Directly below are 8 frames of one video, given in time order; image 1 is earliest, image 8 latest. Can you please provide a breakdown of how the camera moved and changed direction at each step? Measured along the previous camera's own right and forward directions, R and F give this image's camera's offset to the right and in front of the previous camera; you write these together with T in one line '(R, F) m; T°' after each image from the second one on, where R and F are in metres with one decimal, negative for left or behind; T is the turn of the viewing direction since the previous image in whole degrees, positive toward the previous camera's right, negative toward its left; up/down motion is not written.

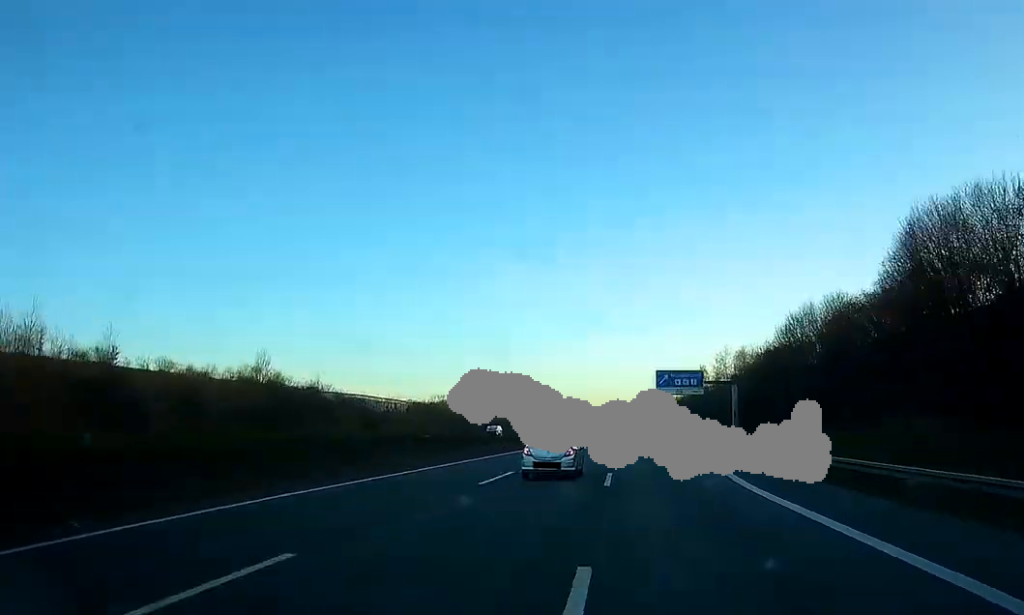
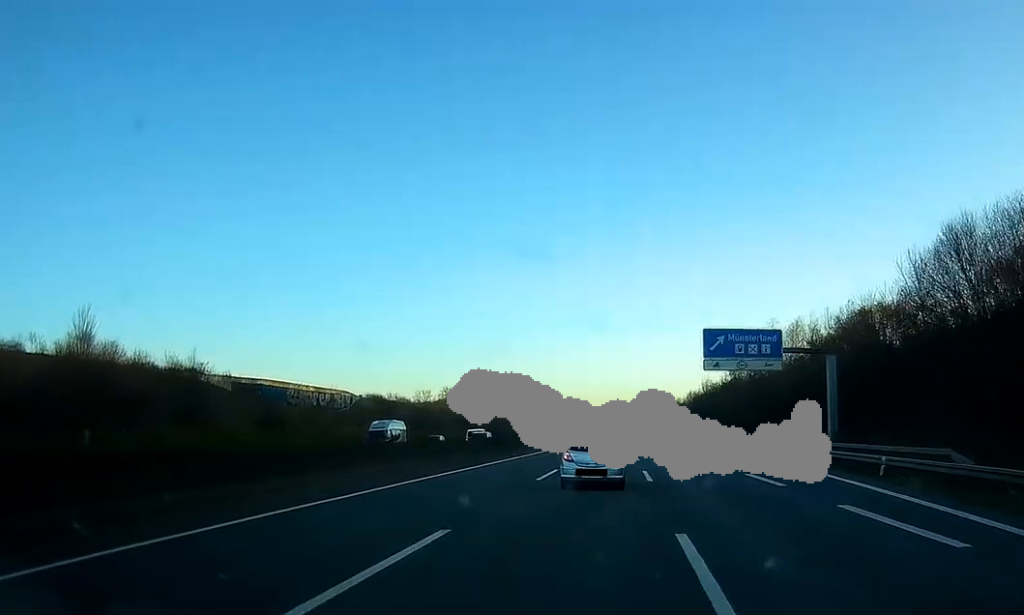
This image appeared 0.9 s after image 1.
(-0.3, +32.7) m; -1°
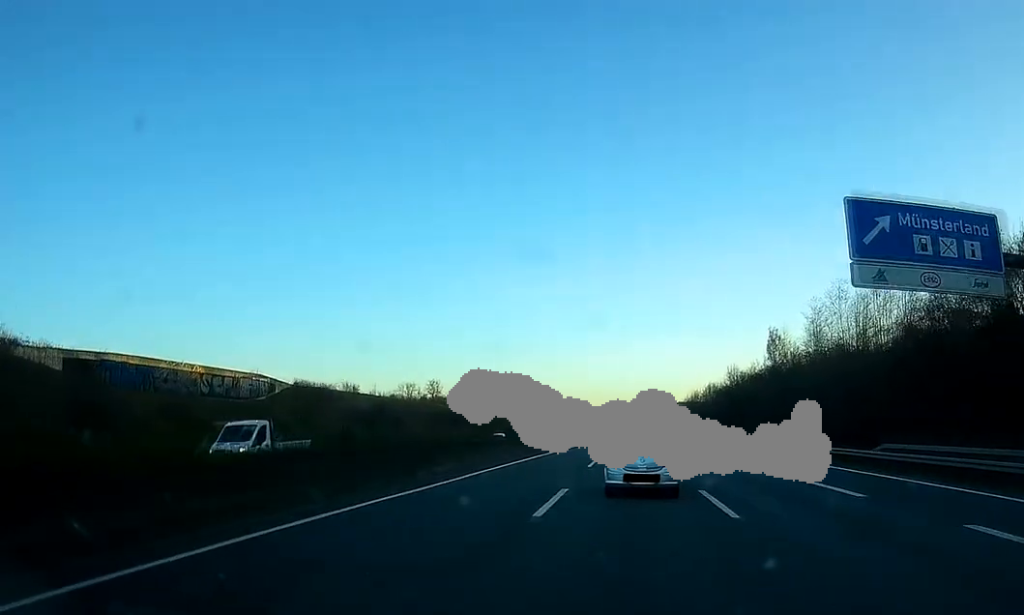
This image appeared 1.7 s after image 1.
(-0.2, +27.6) m; -1°
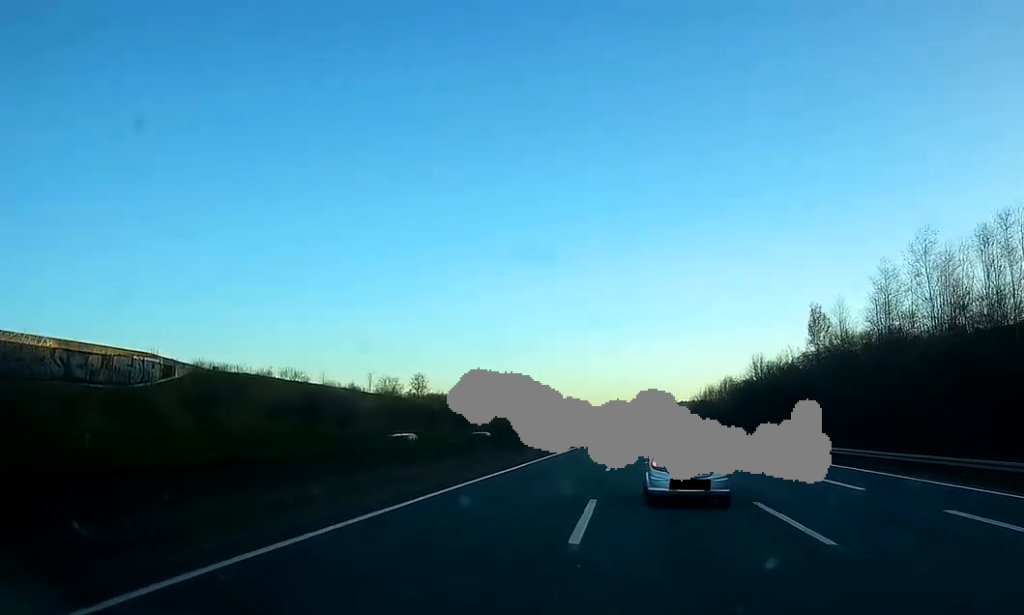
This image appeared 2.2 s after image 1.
(-0.2, +21.1) m; 0°
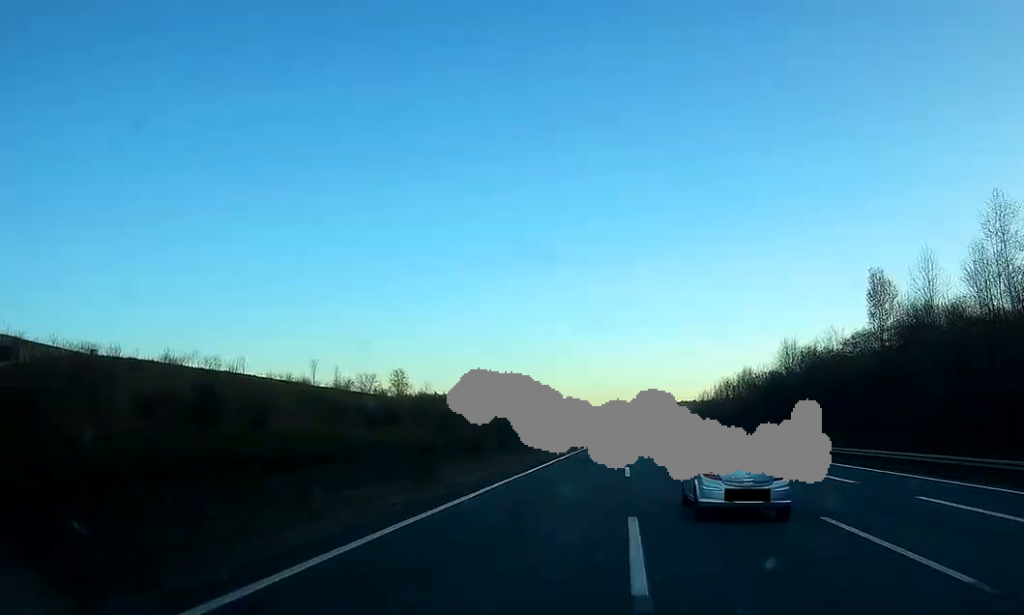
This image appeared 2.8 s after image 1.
(-0.3, +20.6) m; 0°
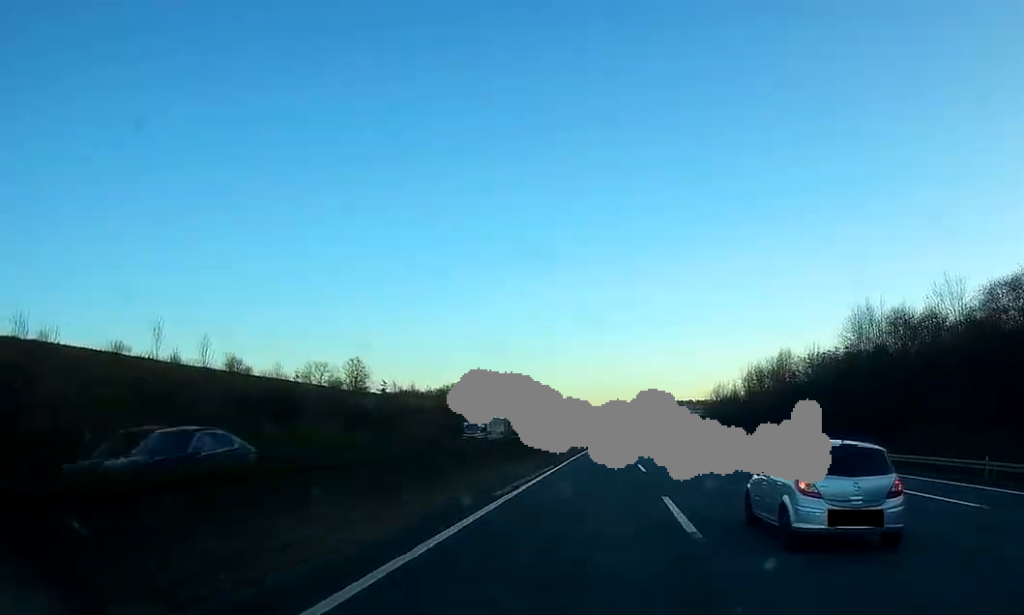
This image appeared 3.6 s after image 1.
(+0.4, +31.4) m; +1°
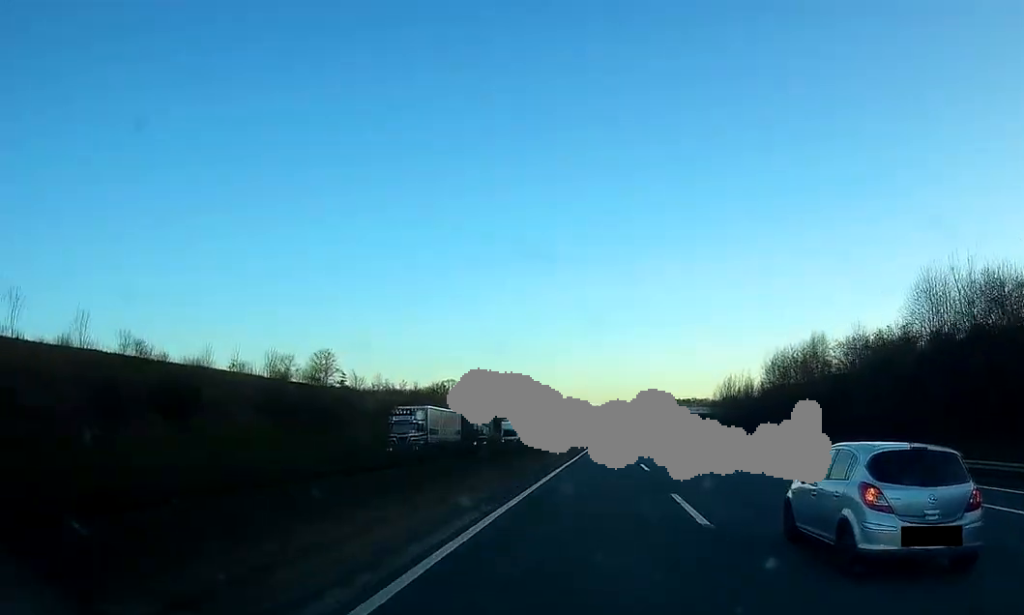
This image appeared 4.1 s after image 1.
(0.0, +17.0) m; 0°
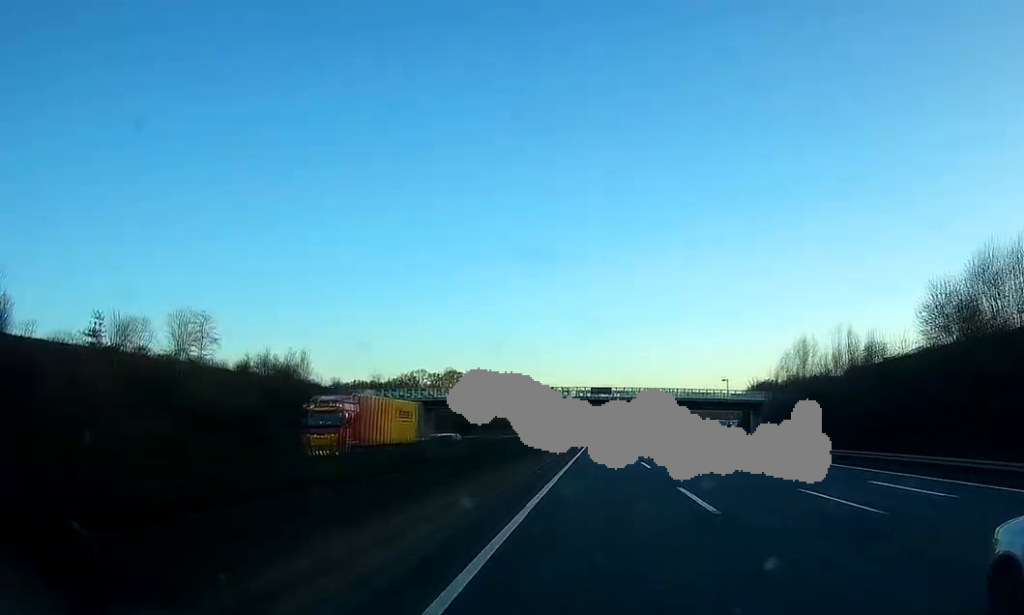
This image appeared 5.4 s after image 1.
(+0.3, +51.9) m; +1°
